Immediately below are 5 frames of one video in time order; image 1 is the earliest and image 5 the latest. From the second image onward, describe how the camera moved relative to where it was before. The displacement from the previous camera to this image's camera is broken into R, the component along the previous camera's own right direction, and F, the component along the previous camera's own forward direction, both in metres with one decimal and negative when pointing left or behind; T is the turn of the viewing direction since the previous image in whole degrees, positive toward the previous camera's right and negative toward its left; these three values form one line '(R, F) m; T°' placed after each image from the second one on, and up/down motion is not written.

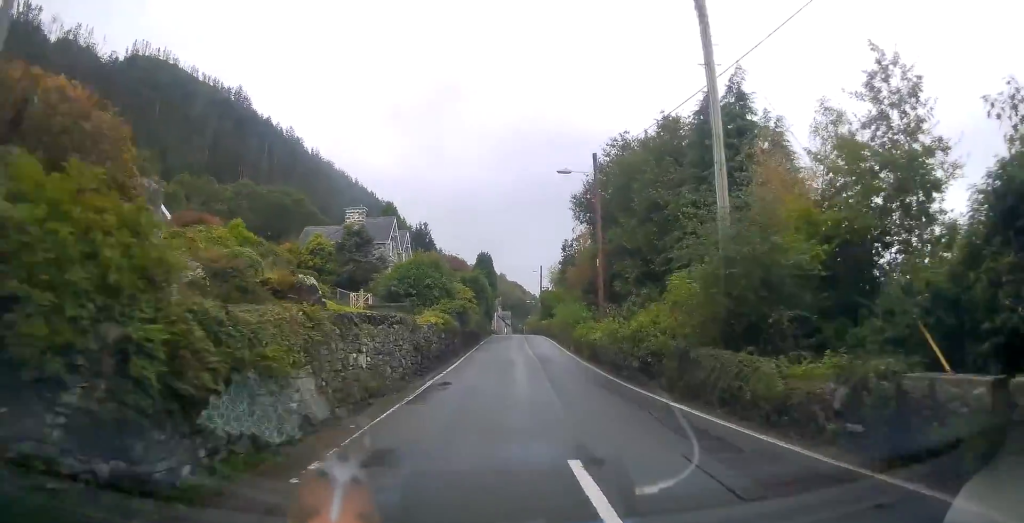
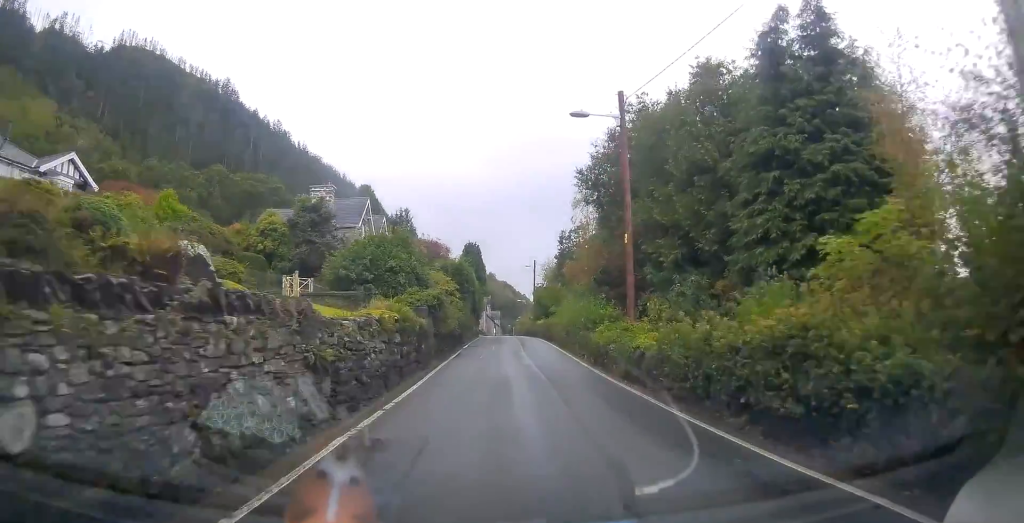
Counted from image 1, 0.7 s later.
(+0.2, +7.6) m; +1°
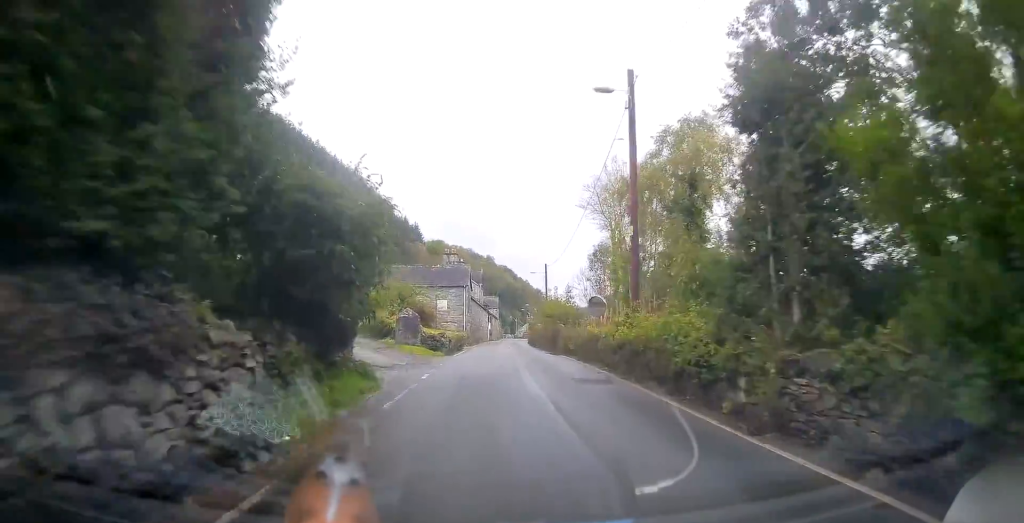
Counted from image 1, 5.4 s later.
(-0.3, +56.9) m; -1°
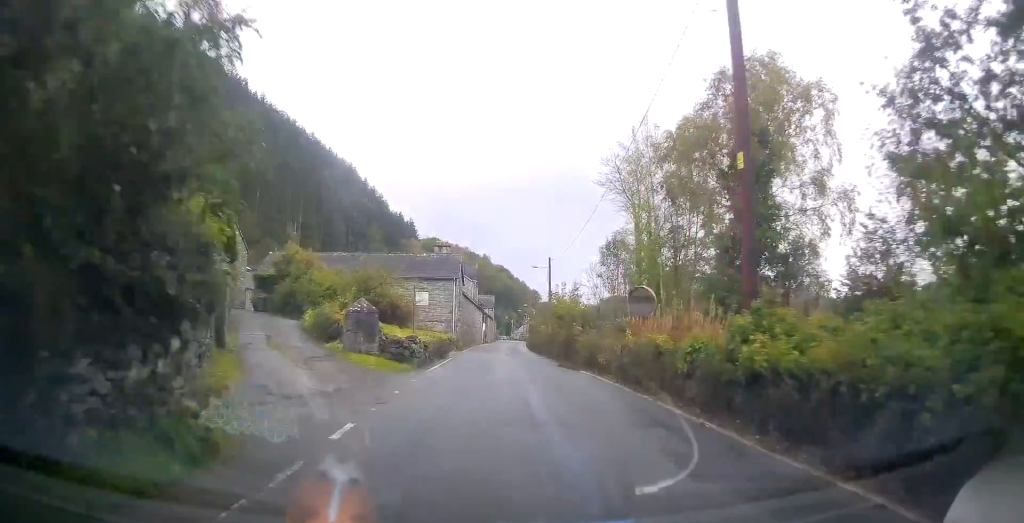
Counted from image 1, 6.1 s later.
(+0.2, +8.5) m; +1°
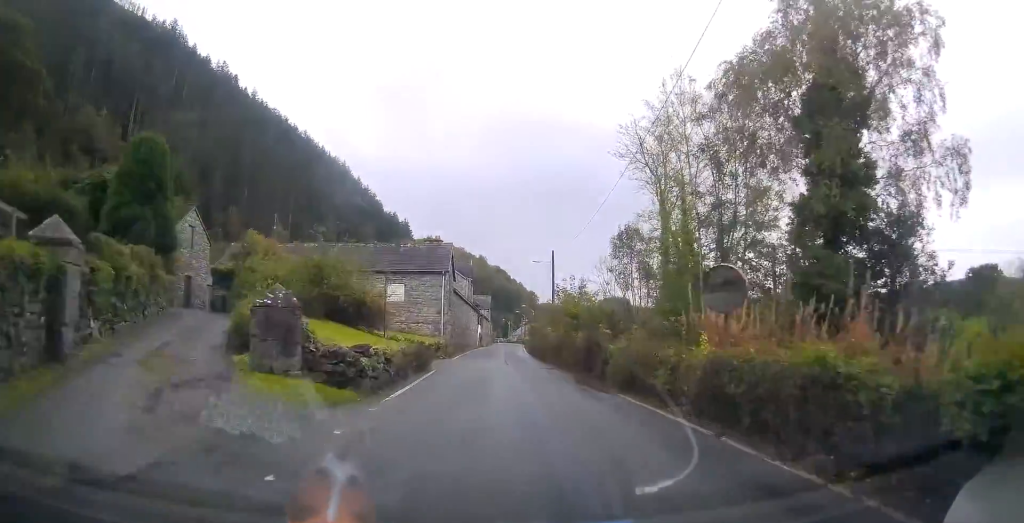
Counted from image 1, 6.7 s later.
(+0.1, +6.8) m; 0°
